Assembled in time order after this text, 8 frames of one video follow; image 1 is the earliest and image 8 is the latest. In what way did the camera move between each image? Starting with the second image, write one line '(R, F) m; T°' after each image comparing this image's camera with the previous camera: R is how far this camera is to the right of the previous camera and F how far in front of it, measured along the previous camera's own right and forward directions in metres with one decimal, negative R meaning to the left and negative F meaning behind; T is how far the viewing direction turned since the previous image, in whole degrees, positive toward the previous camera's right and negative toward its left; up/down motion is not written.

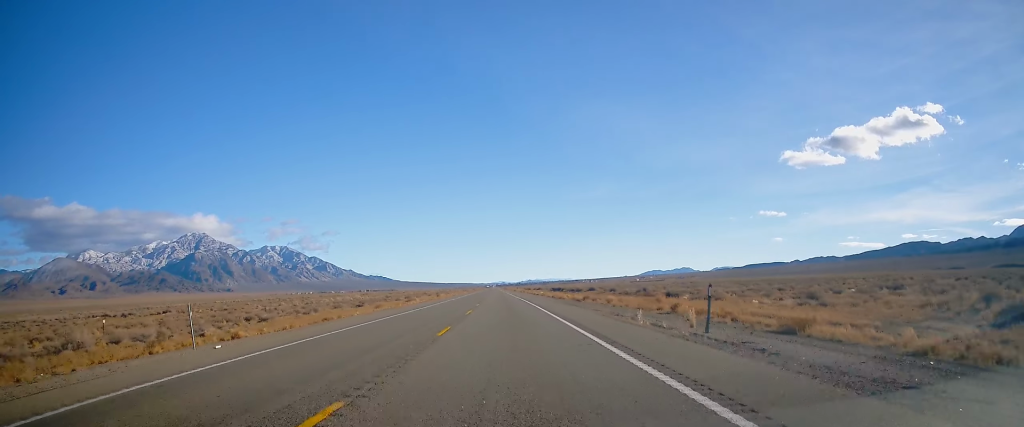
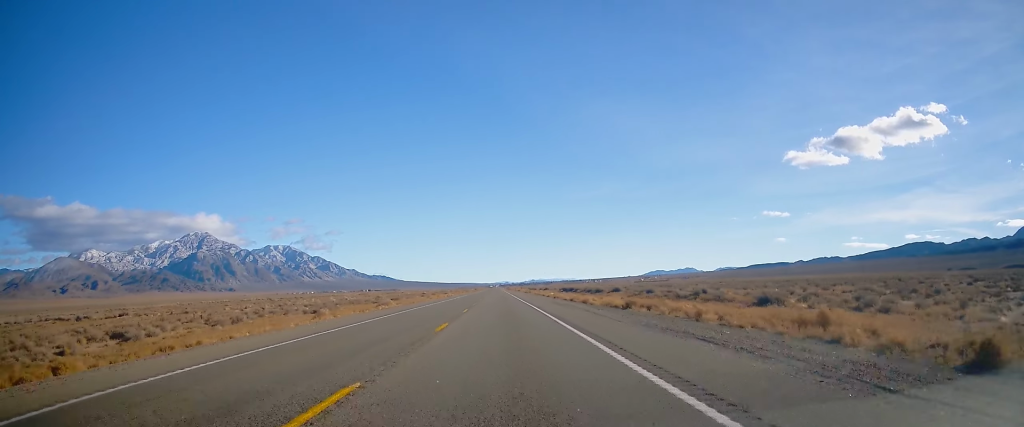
(+0.2, +23.1) m; 0°
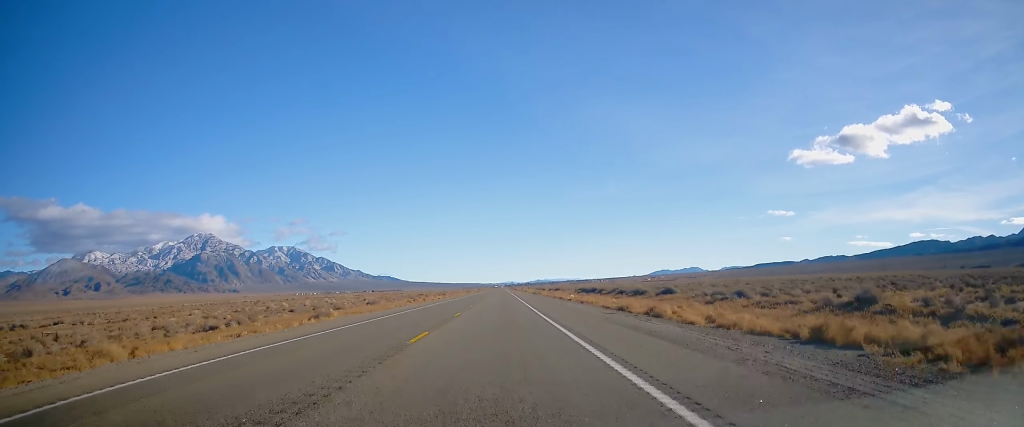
(-0.1, +27.6) m; 0°
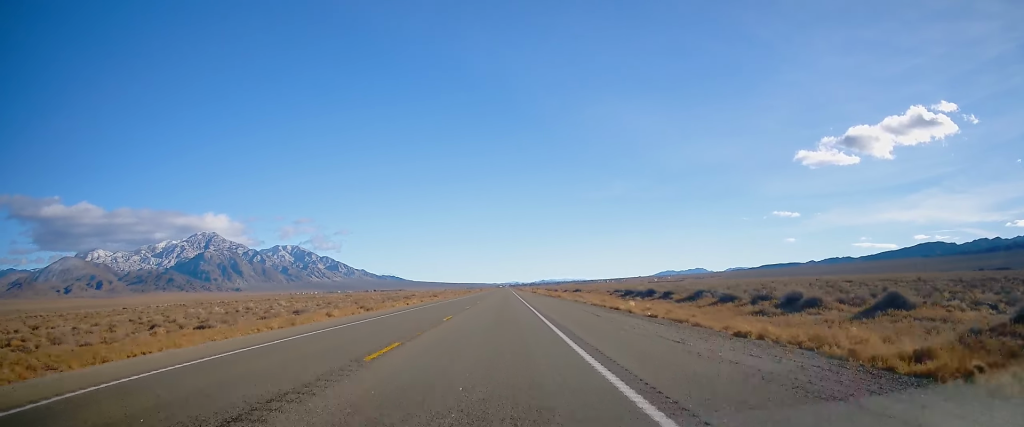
(-0.2, +39.9) m; 0°
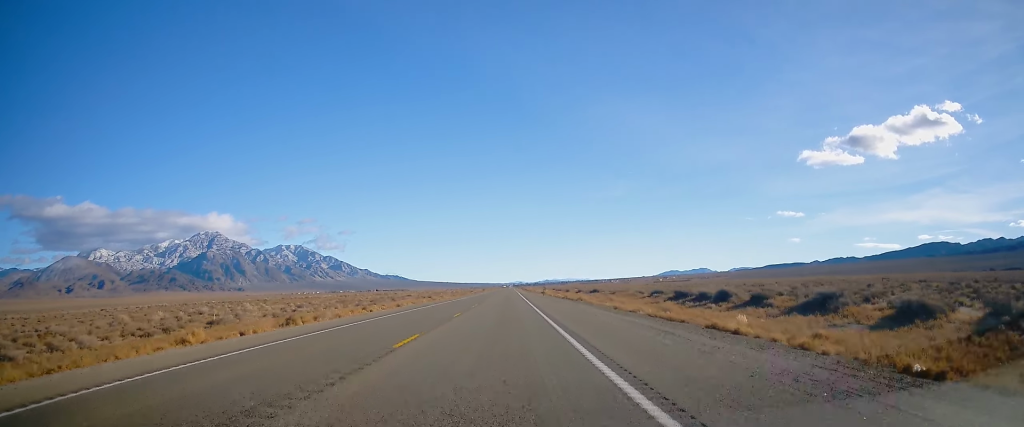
(0.0, +22.2) m; 0°
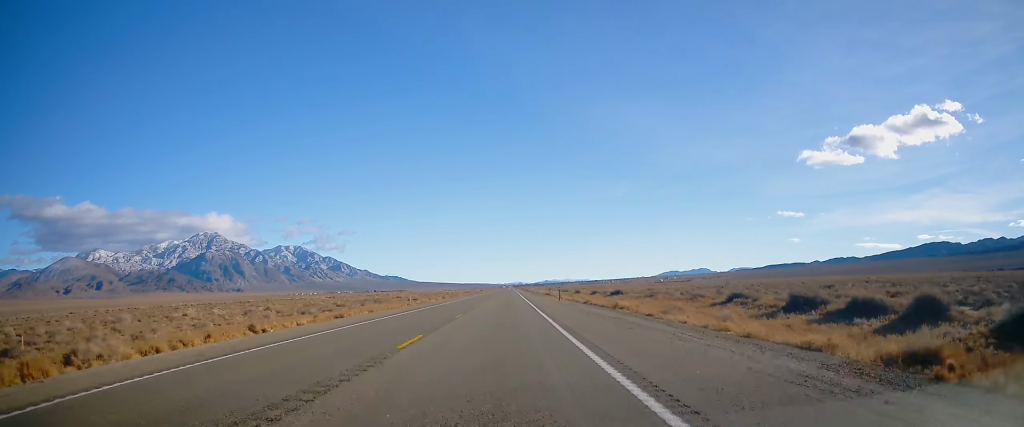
(0.0, +24.4) m; 0°
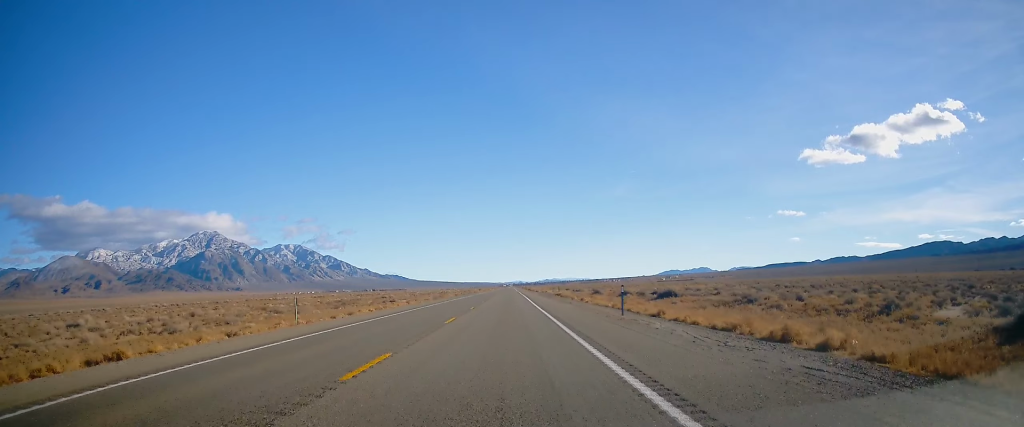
(-0.2, +28.9) m; 0°
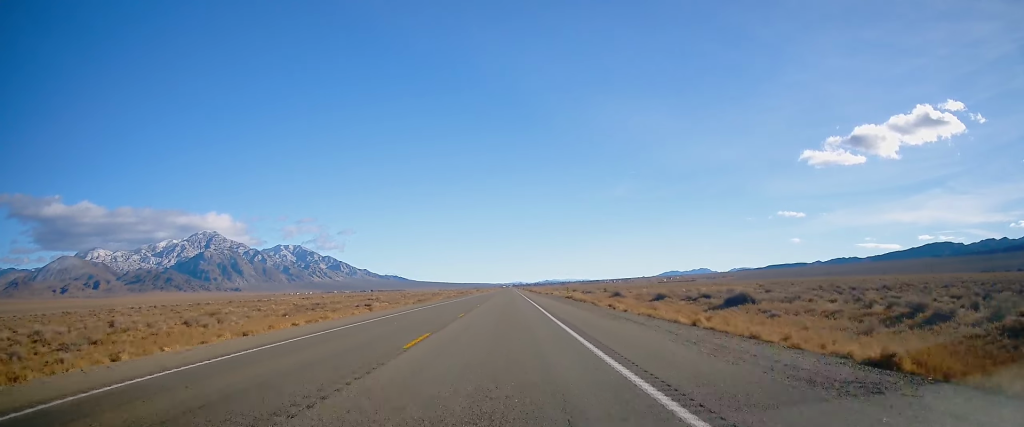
(-0.1, +20.1) m; 0°
